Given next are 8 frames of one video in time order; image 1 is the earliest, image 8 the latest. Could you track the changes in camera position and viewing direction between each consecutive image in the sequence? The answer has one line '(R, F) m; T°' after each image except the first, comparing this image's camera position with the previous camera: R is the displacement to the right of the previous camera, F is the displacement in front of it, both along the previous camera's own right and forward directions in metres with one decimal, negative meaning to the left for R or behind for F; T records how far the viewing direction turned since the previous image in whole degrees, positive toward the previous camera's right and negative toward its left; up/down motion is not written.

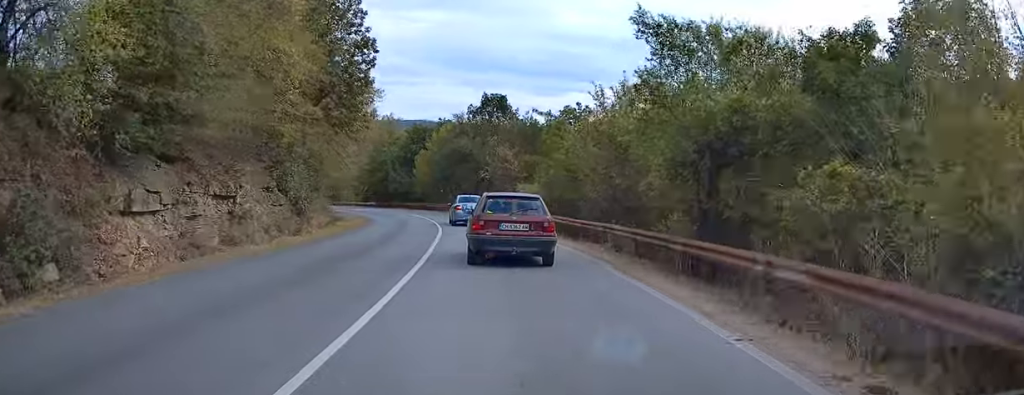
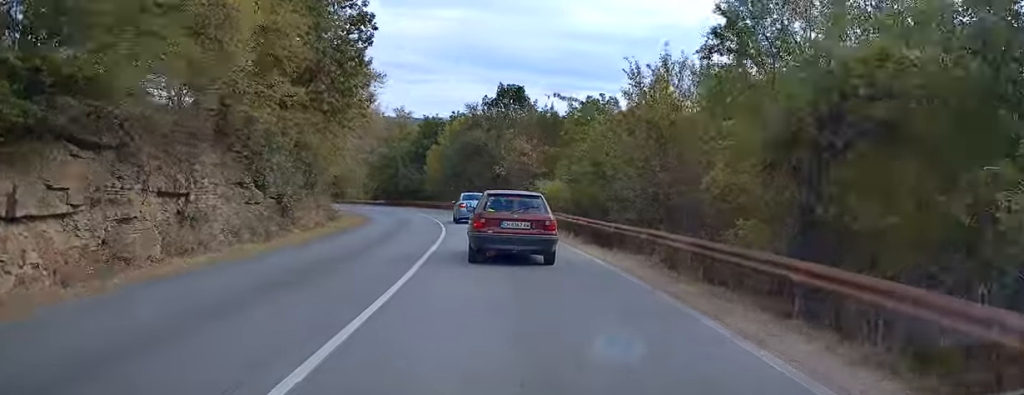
(-0.1, +4.8) m; -1°
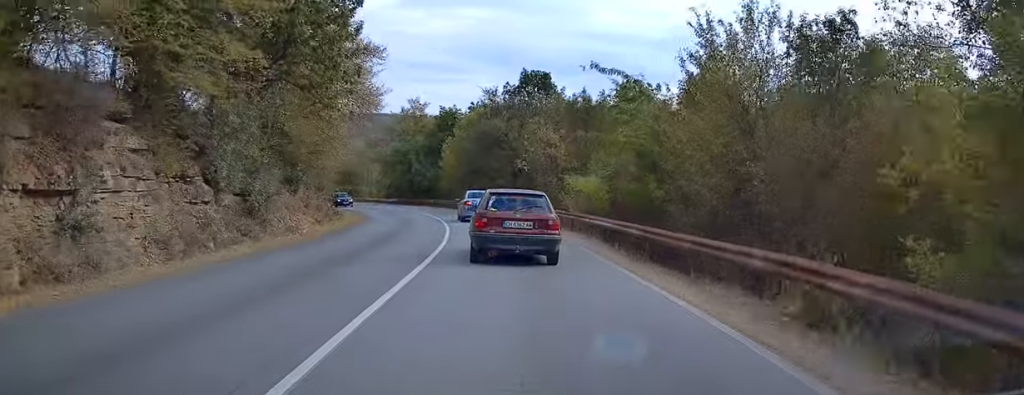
(0.0, +6.4) m; -2°
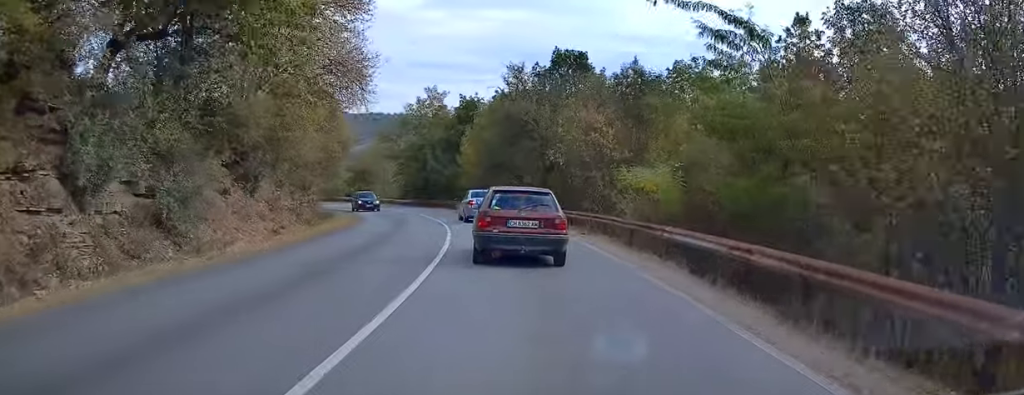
(-0.1, +8.5) m; -2°
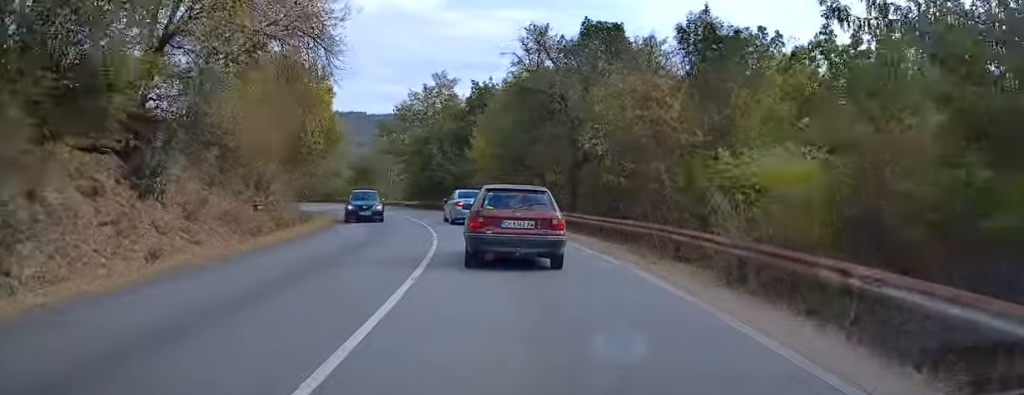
(-0.2, +8.3) m; -3°
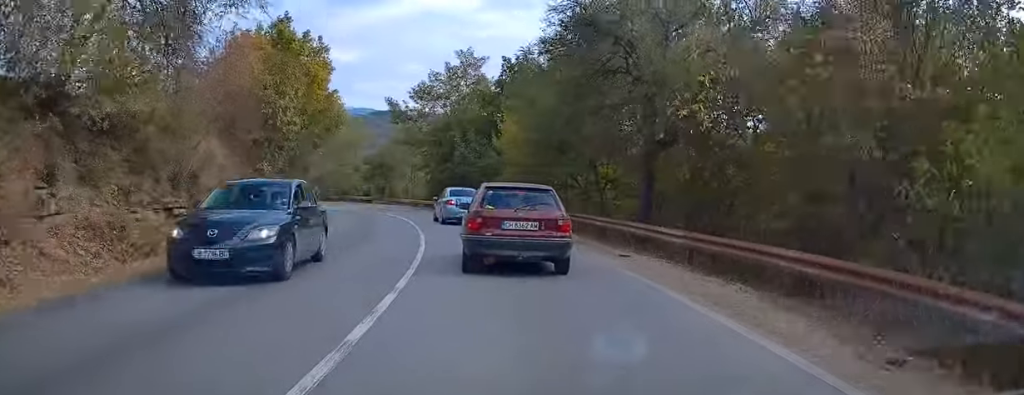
(-0.2, +9.2) m; -3°
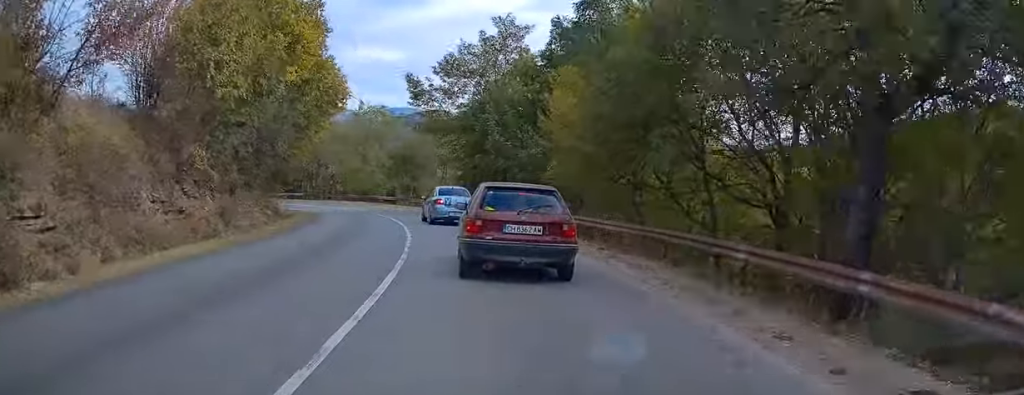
(-0.3, +10.1) m; -4°
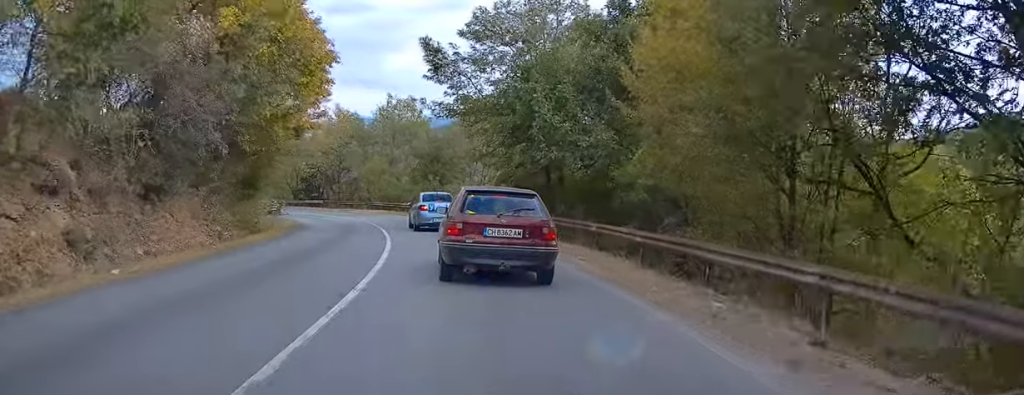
(-0.4, +10.8) m; -4°
